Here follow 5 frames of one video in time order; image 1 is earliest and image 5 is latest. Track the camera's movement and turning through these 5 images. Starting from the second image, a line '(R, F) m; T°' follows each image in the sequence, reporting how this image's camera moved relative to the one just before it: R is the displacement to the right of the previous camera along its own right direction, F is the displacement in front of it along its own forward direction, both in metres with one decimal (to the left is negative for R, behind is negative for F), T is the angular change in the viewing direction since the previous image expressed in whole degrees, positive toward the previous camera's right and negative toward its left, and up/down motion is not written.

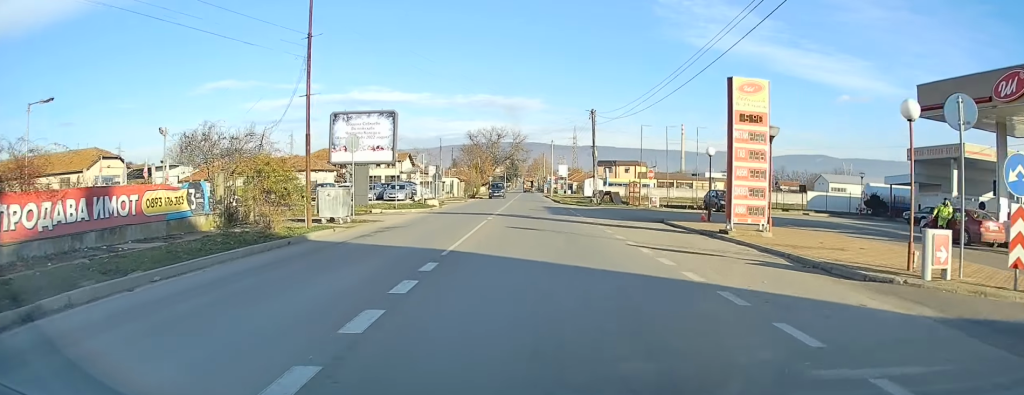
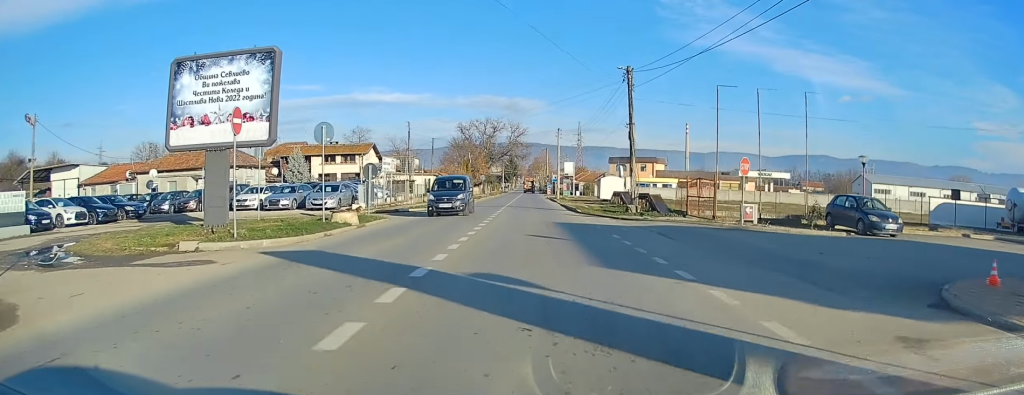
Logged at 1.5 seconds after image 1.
(0.0, +19.3) m; 0°
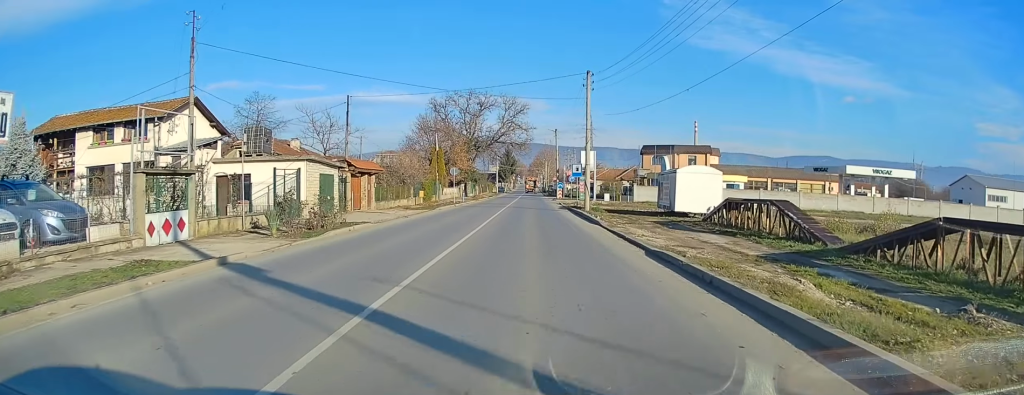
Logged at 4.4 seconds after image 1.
(+0.1, +35.8) m; 0°
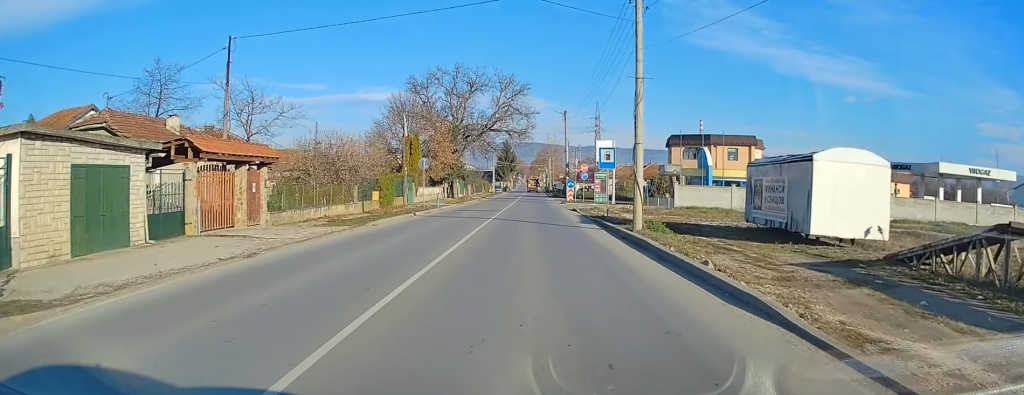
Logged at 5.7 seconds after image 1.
(0.0, +16.7) m; 0°
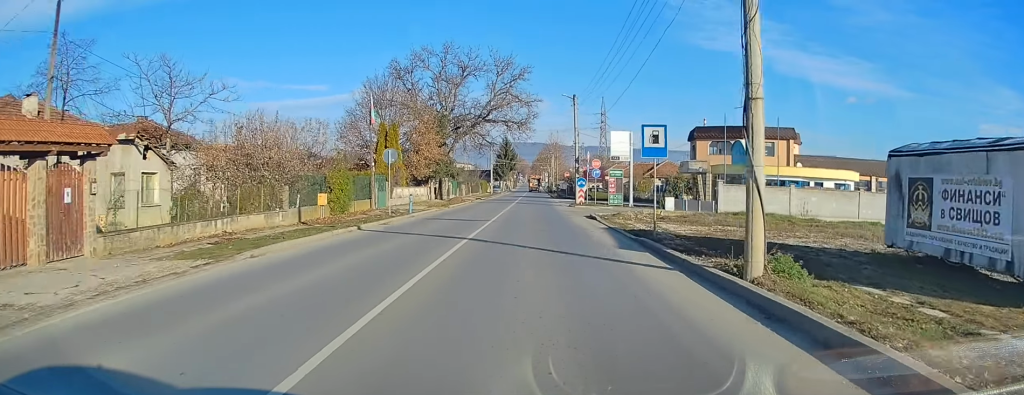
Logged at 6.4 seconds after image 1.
(0.0, +10.1) m; 0°
